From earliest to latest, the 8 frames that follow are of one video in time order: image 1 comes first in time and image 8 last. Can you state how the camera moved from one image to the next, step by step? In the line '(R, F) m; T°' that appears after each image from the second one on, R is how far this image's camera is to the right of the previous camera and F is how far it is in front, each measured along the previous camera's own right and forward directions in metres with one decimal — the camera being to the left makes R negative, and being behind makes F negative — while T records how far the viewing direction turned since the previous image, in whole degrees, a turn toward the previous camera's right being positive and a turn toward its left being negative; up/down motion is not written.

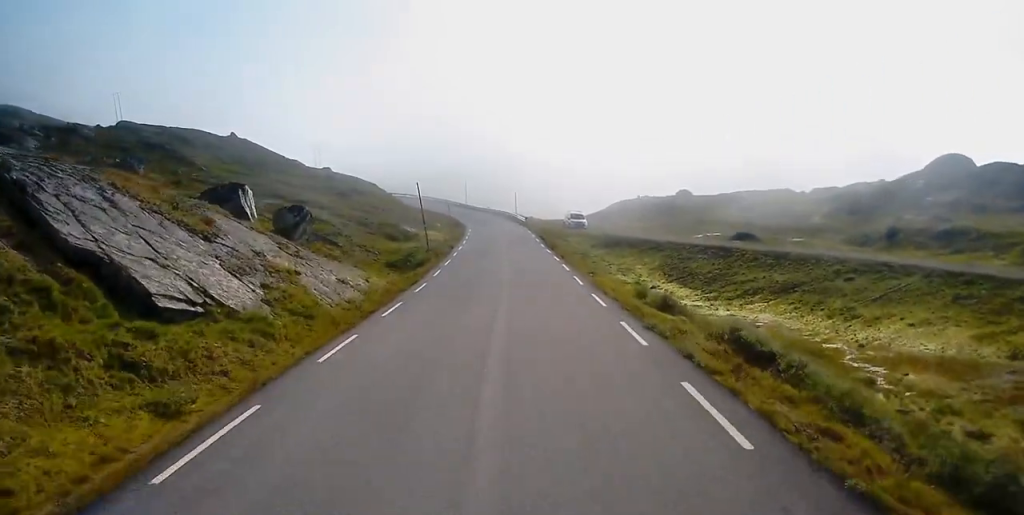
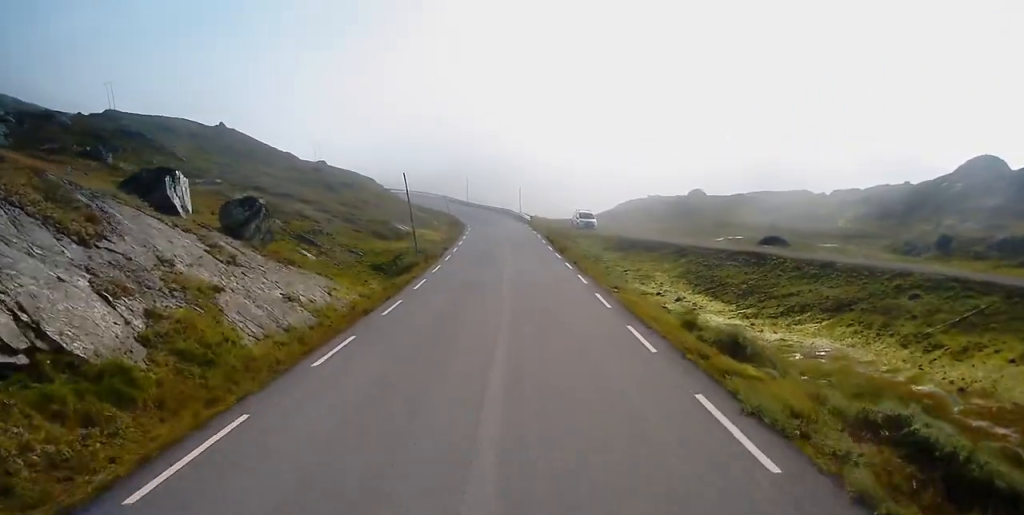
(+0.3, +6.6) m; 0°
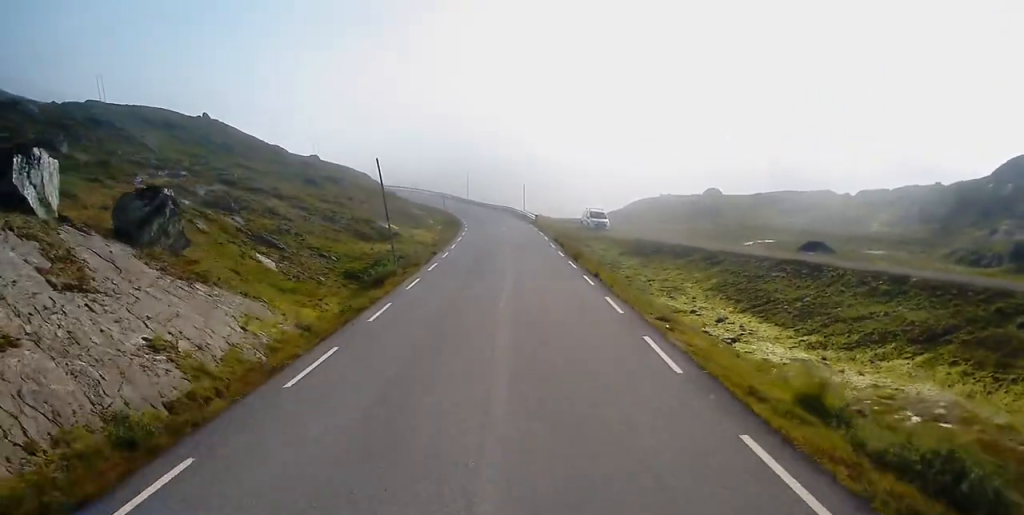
(-0.1, +7.8) m; -1°
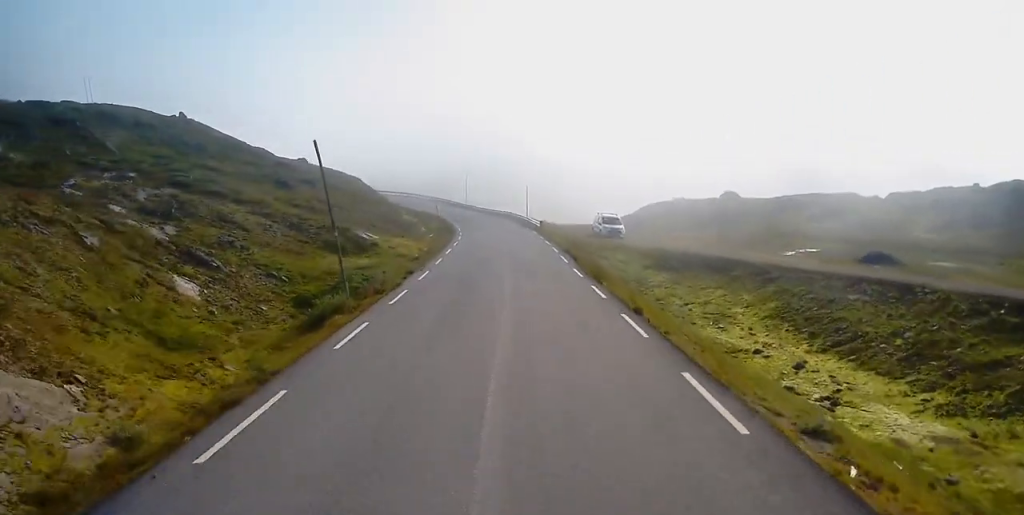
(-0.2, +9.0) m; -1°
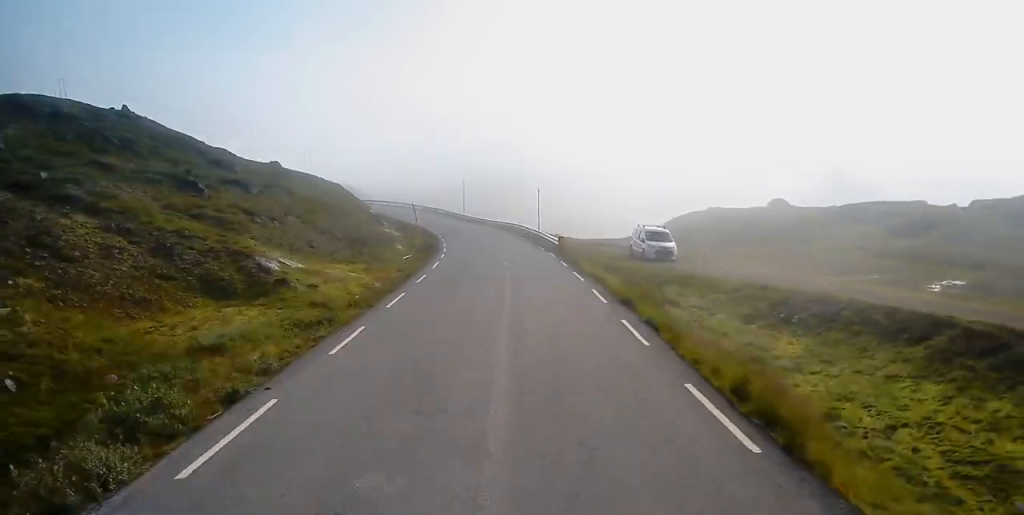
(+0.6, +18.3) m; +2°
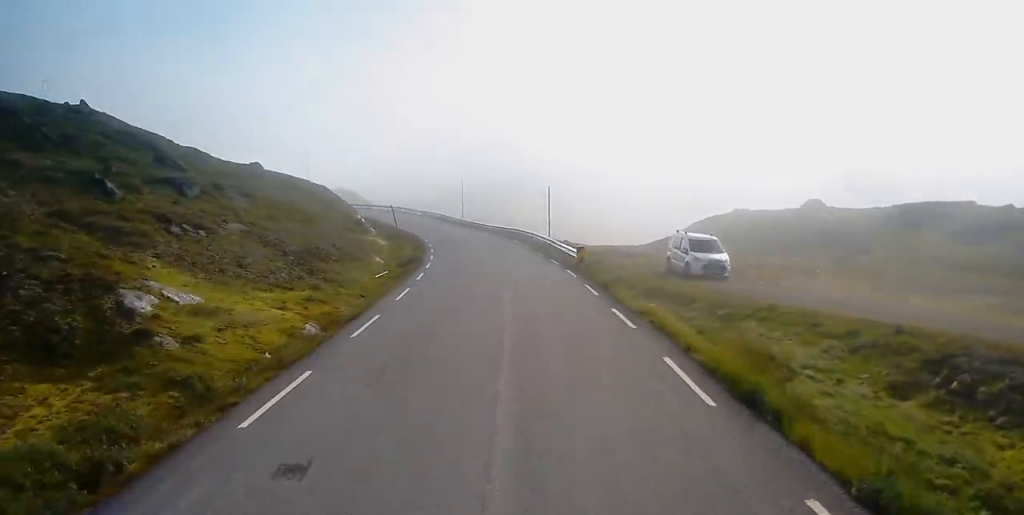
(-0.2, +10.2) m; -2°
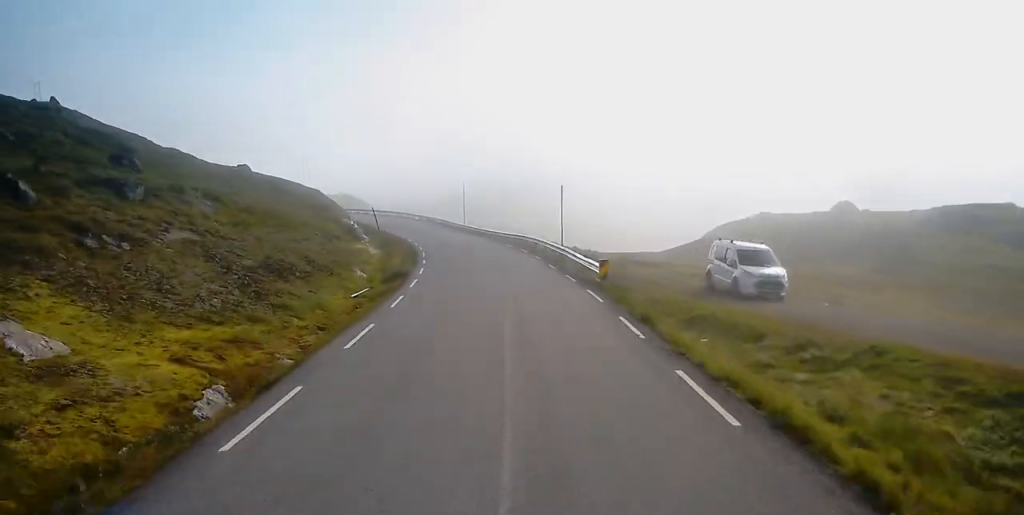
(-0.1, +6.7) m; -1°
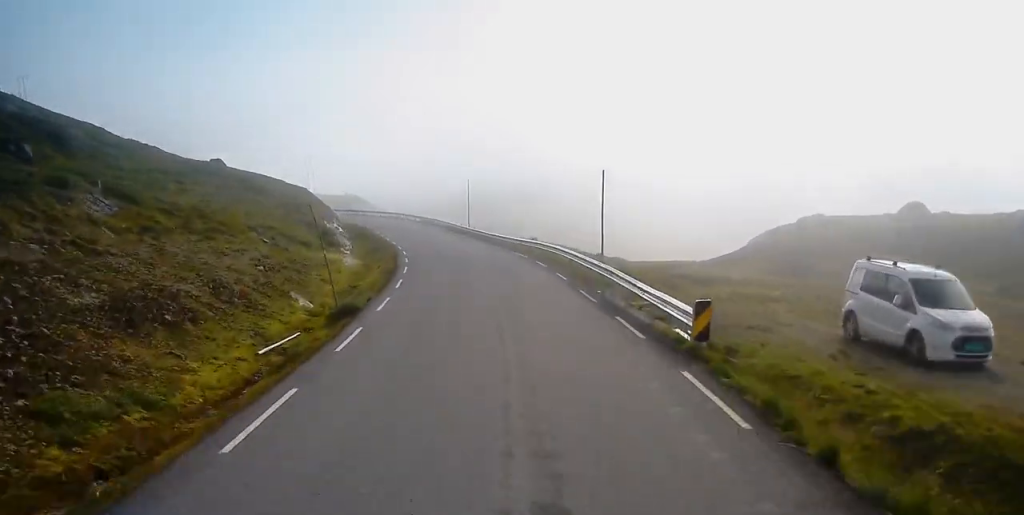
(0.0, +12.0) m; -1°
